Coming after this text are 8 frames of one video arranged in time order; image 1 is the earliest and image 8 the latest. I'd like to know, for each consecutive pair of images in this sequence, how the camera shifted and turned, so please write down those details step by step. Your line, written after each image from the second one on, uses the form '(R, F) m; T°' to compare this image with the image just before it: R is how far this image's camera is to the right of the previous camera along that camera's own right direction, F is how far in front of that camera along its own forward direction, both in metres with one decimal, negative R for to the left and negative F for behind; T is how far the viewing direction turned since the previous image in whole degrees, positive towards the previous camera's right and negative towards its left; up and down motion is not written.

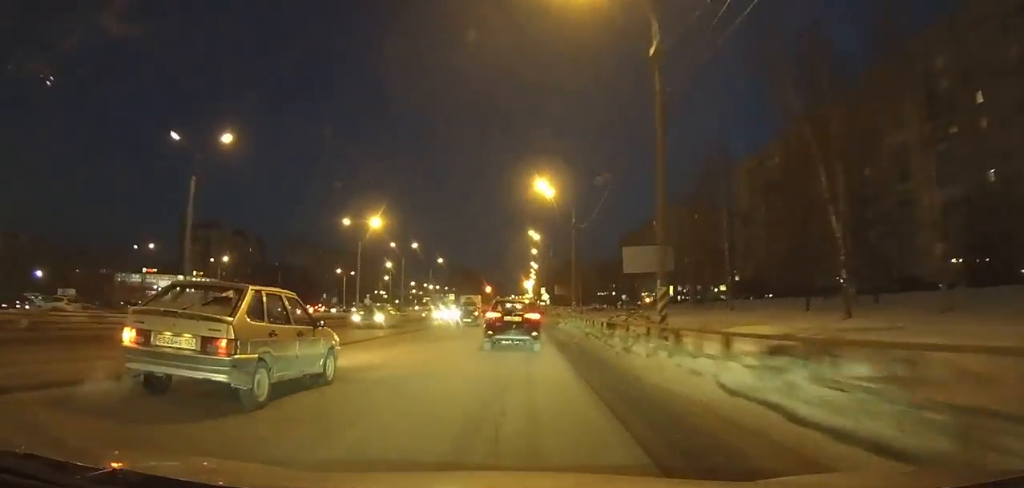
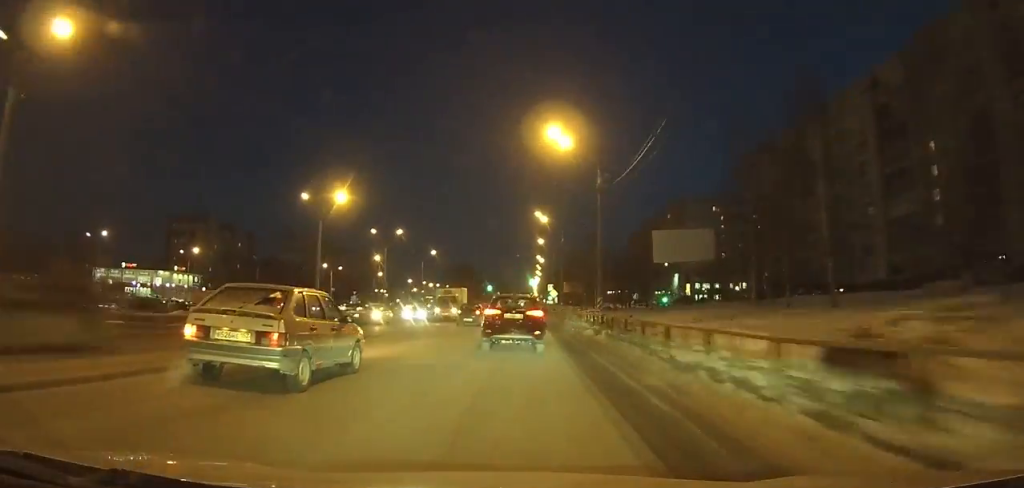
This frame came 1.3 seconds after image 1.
(+0.1, +12.5) m; 0°
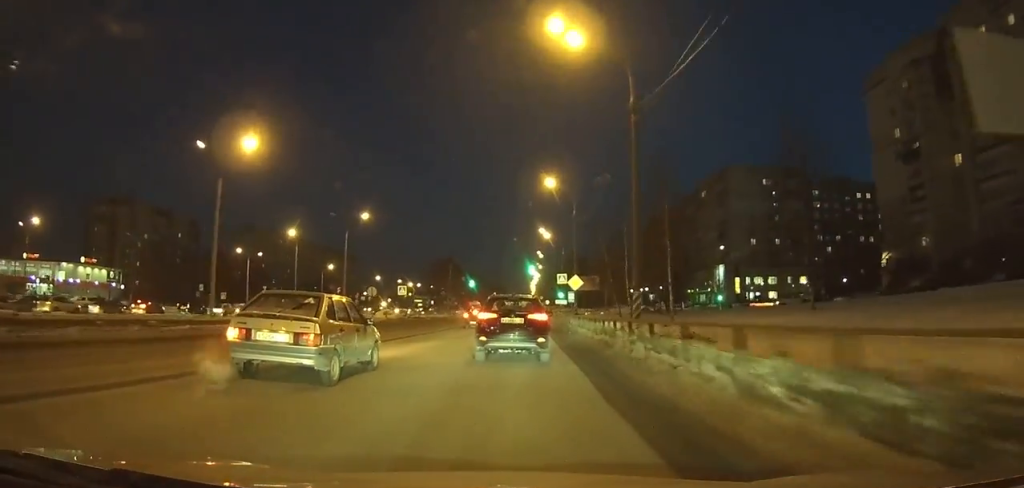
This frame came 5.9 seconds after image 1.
(+0.2, +43.2) m; 0°
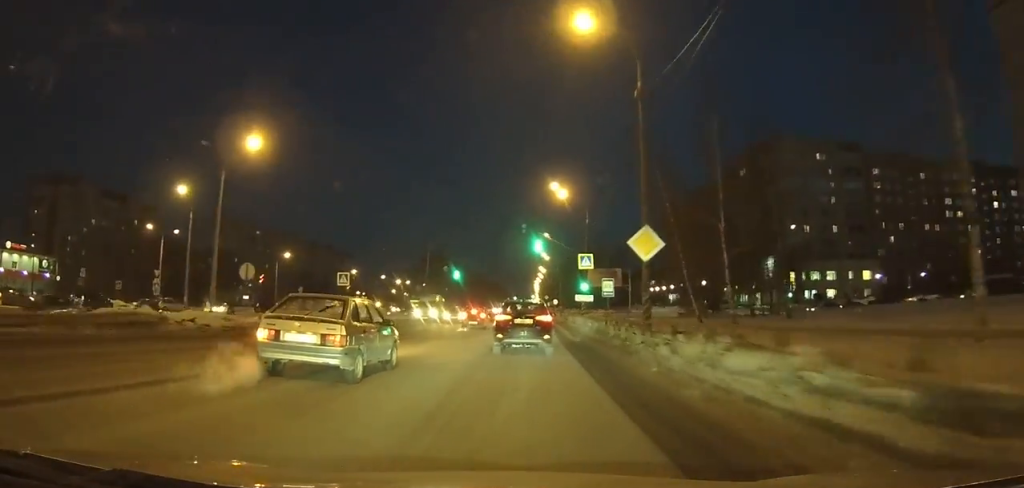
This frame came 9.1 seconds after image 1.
(-0.1, +30.1) m; 0°
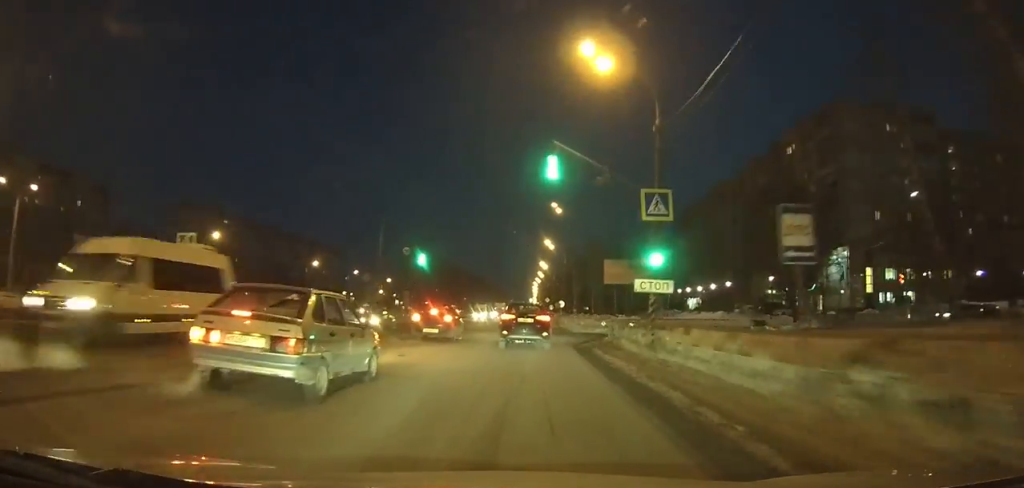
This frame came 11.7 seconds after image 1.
(-0.1, +26.8) m; 0°
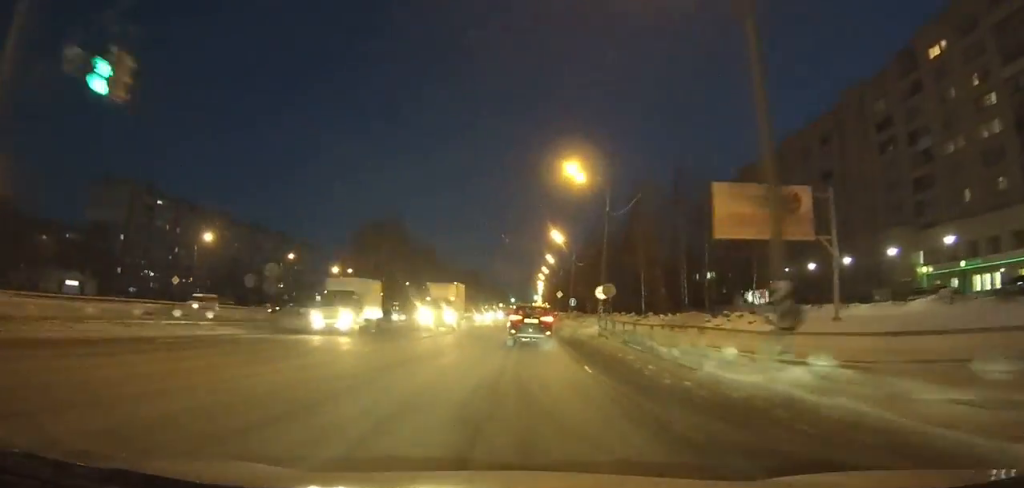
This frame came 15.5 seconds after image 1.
(+0.1, +44.5) m; 0°
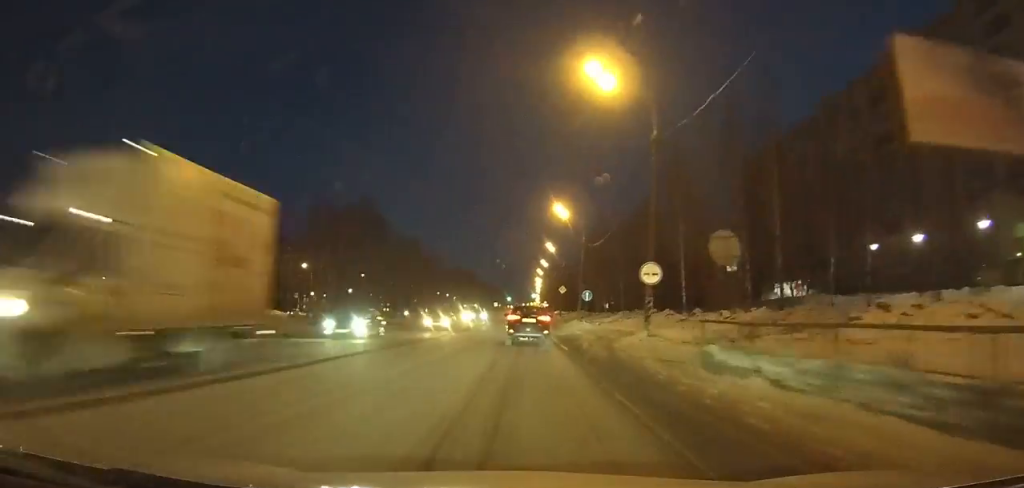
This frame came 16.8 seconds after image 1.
(0.0, +17.7) m; 0°
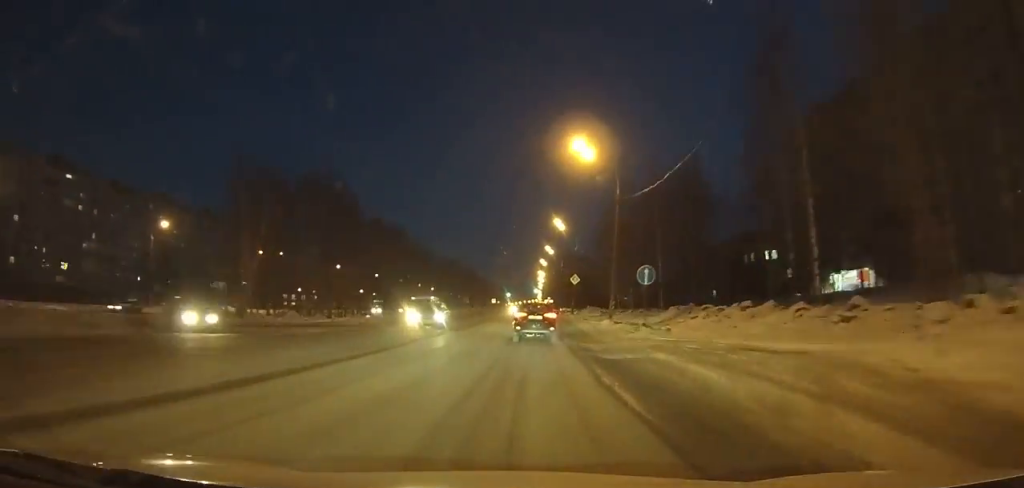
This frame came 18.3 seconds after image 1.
(0.0, +20.4) m; 0°
